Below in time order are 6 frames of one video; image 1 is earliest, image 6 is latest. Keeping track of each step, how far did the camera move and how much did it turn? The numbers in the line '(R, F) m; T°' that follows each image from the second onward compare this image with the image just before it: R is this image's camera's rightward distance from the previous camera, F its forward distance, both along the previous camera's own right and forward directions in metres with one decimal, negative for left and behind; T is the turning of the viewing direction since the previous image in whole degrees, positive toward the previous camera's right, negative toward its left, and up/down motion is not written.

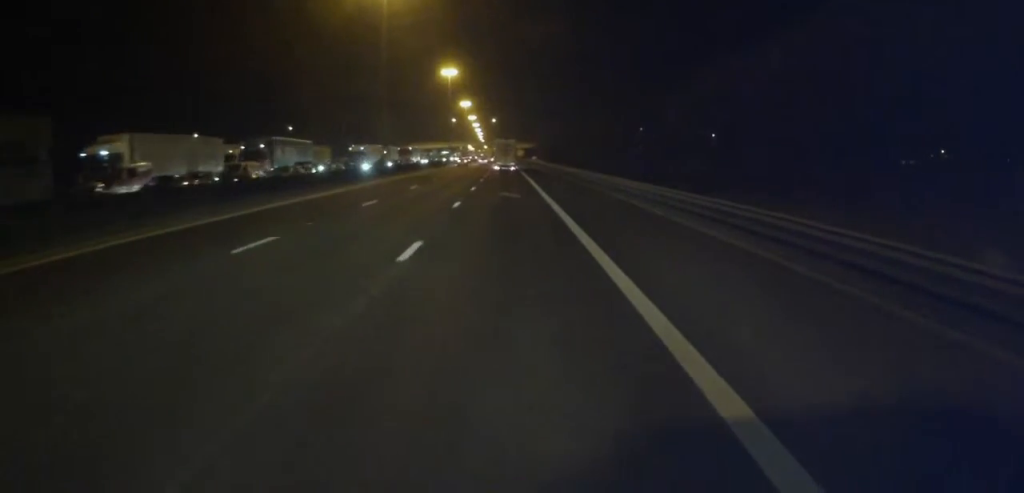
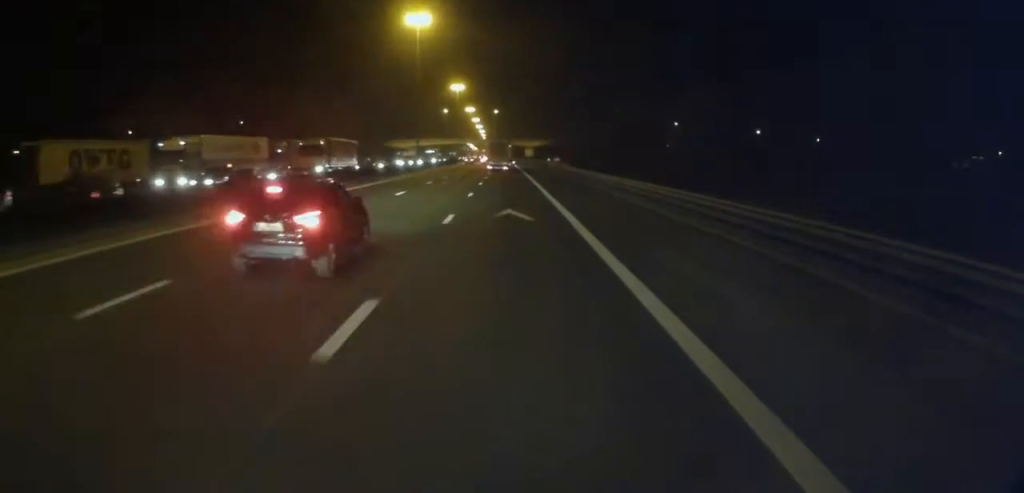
(0.0, +55.8) m; 0°
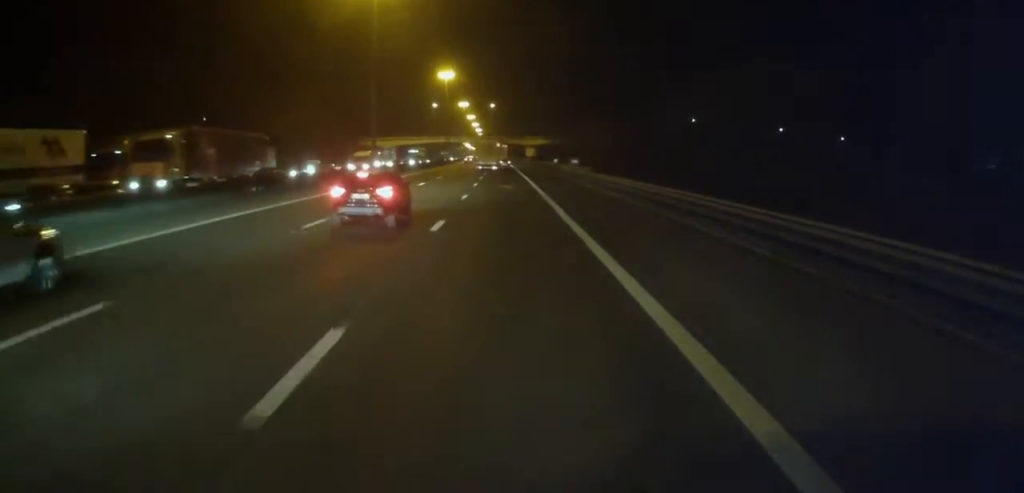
(-0.2, +26.6) m; +1°
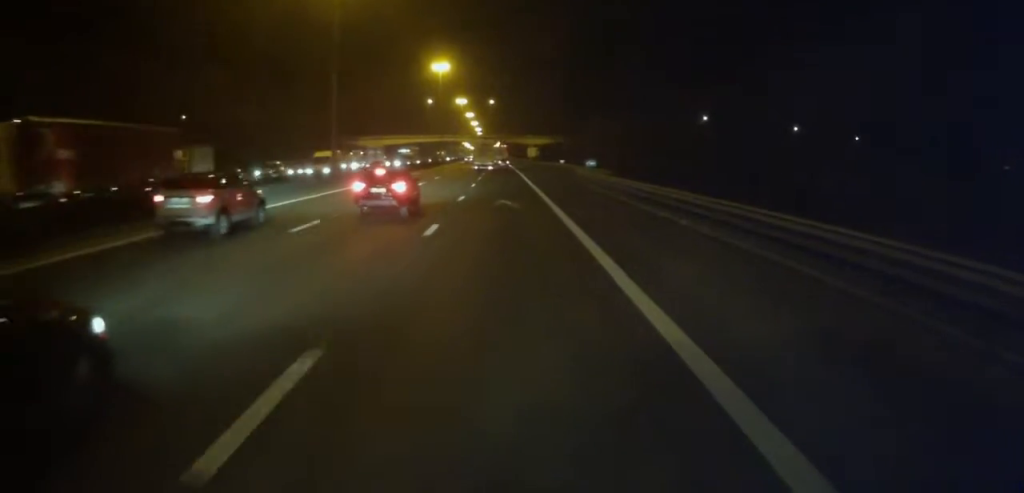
(+0.4, +13.3) m; 0°
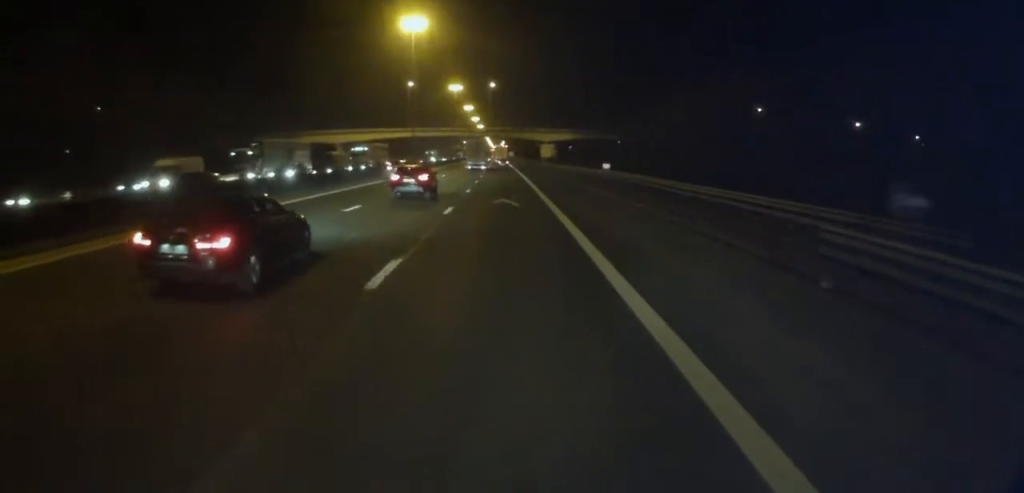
(-0.5, +43.8) m; -1°
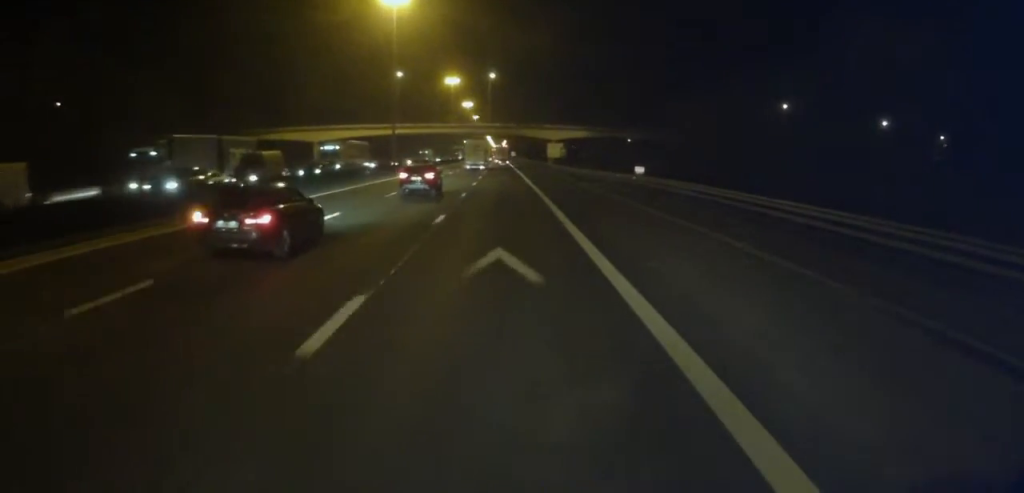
(-0.1, +15.6) m; 0°
